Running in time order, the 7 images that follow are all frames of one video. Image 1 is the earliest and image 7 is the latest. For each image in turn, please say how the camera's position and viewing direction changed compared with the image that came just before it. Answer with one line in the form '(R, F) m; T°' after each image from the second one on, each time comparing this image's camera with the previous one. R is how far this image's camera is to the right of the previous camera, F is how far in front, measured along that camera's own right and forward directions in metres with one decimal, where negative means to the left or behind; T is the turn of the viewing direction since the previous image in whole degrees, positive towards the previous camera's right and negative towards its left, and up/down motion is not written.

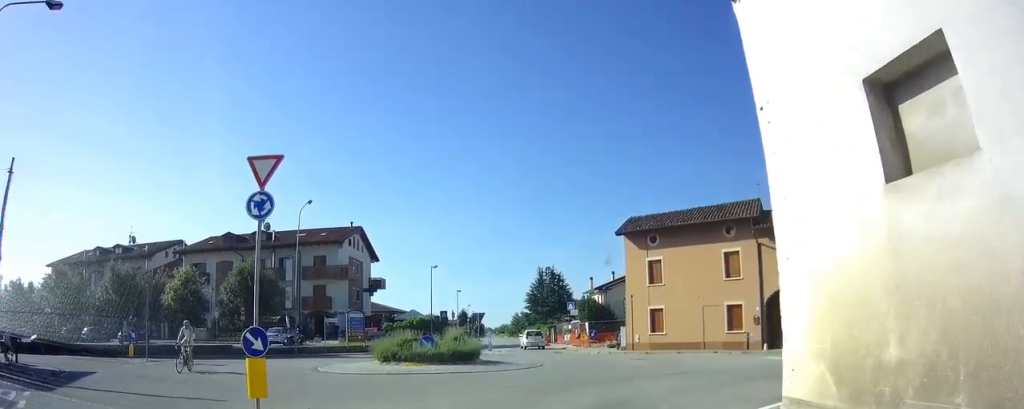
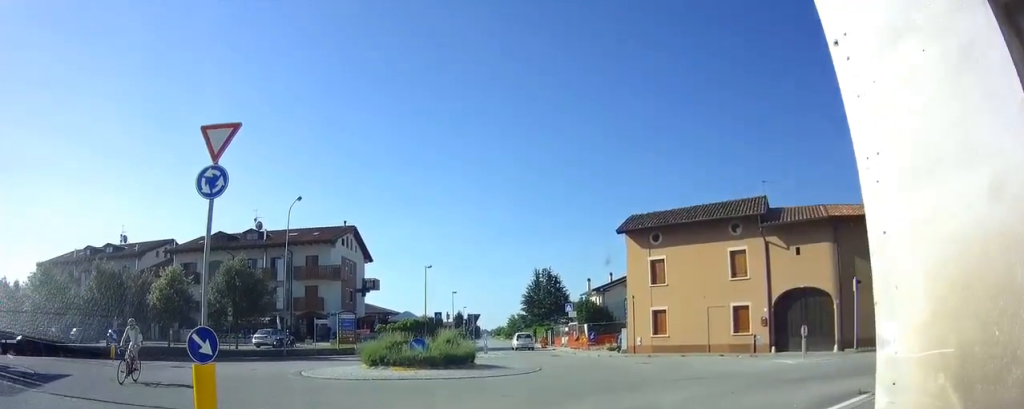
(0.0, +2.0) m; +1°
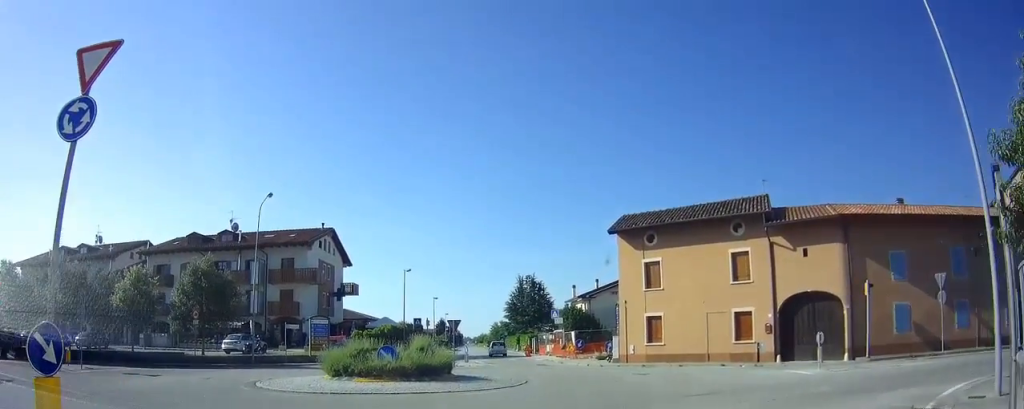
(0.0, +3.5) m; +2°
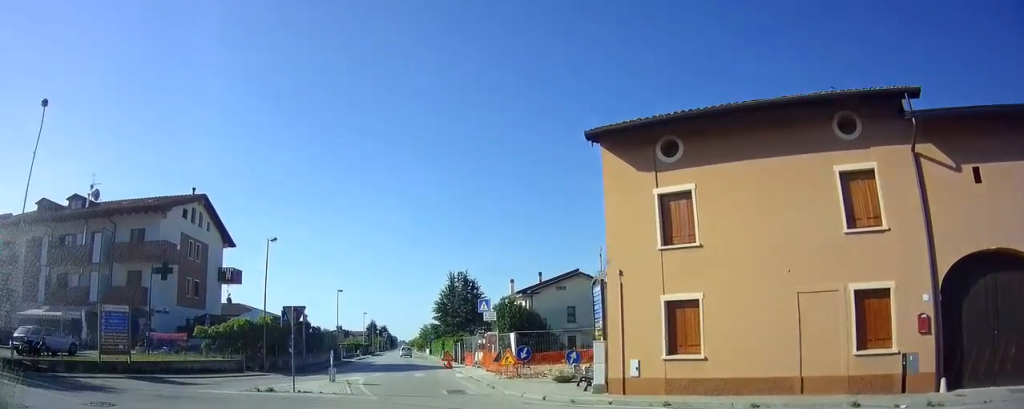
(-0.8, +18.5) m; -8°
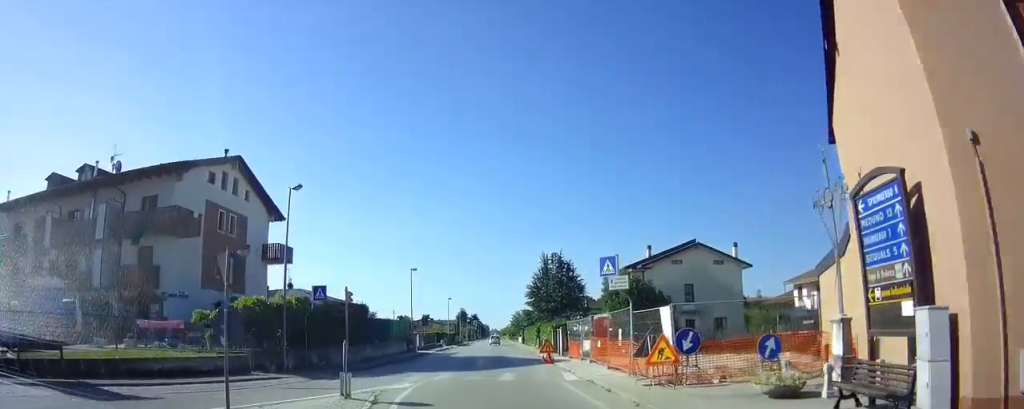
(-0.1, +9.7) m; +1°
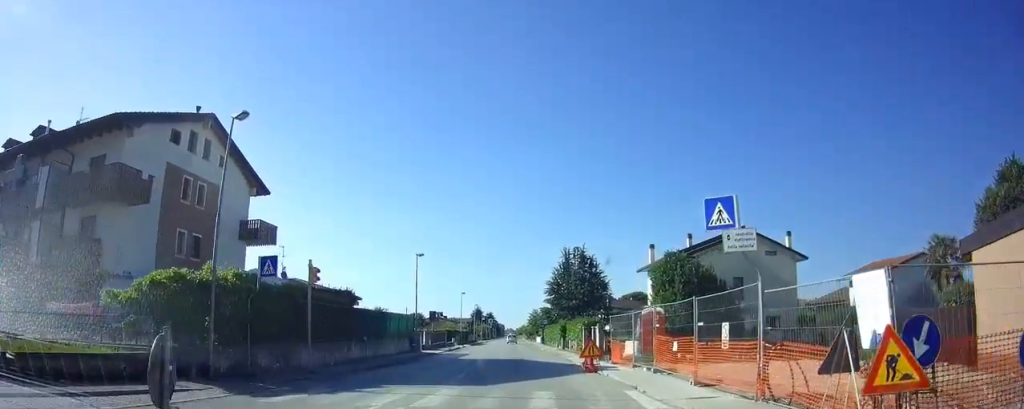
(+0.1, +7.0) m; +1°
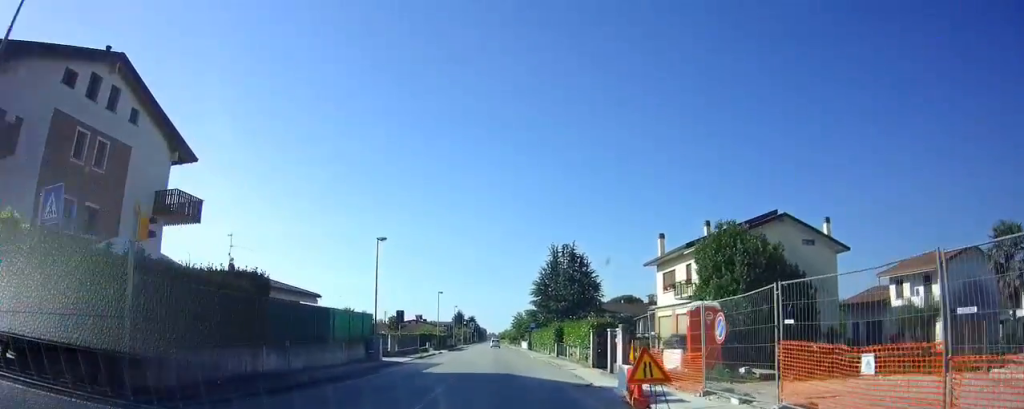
(0.0, +8.8) m; 0°
